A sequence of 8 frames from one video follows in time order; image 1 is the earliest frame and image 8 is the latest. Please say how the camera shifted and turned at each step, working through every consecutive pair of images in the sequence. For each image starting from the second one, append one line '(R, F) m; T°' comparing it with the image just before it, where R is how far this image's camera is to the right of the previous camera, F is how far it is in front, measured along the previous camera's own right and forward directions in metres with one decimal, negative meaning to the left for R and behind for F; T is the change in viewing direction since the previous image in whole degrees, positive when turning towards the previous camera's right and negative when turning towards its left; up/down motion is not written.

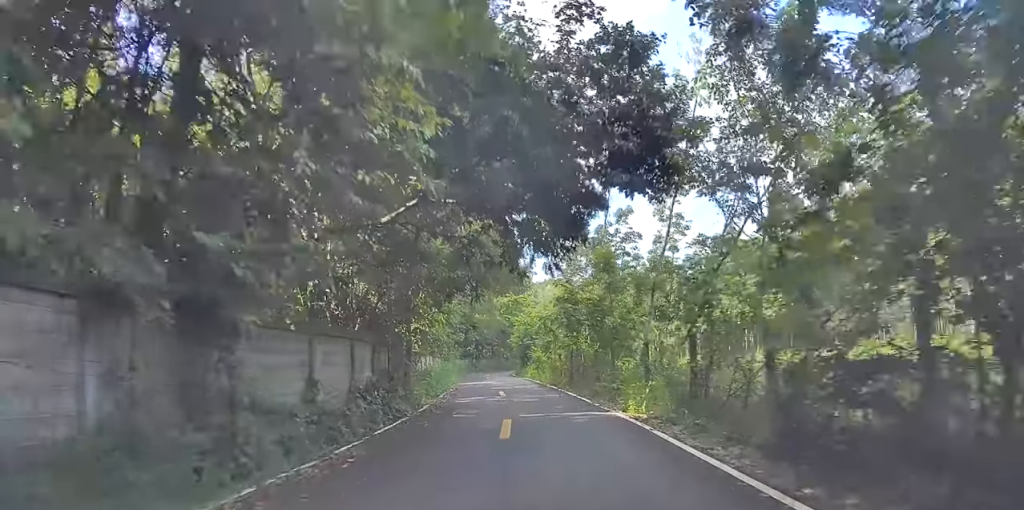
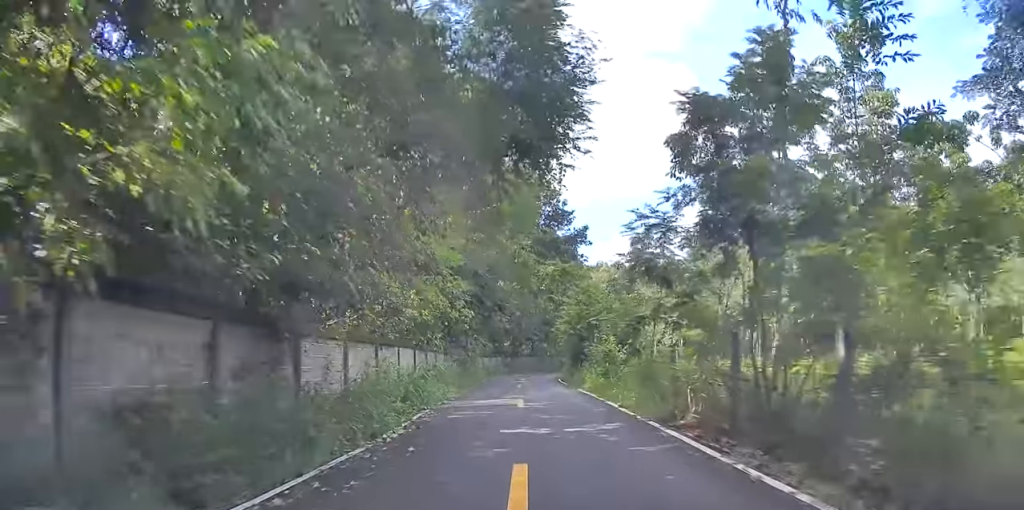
(-1.9, +18.1) m; -9°
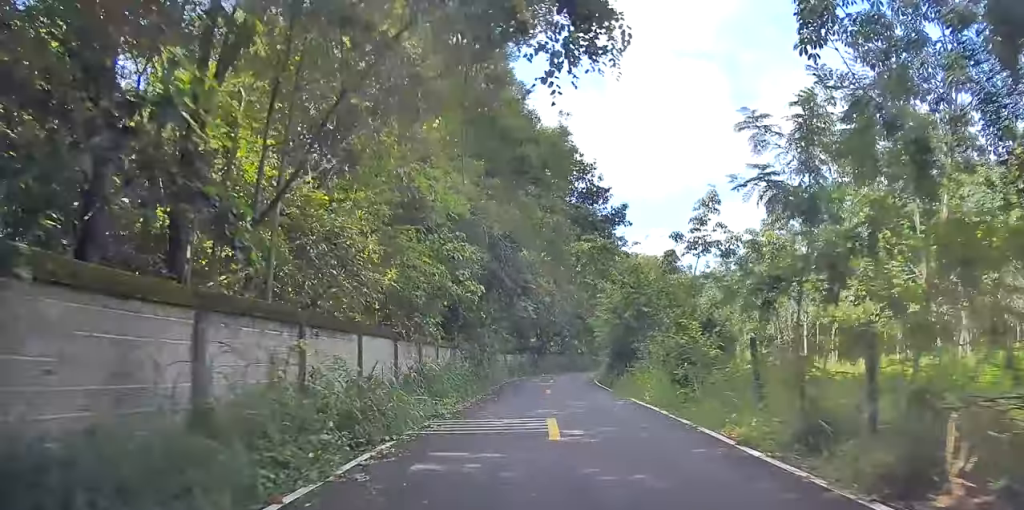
(-0.3, +7.5) m; -1°
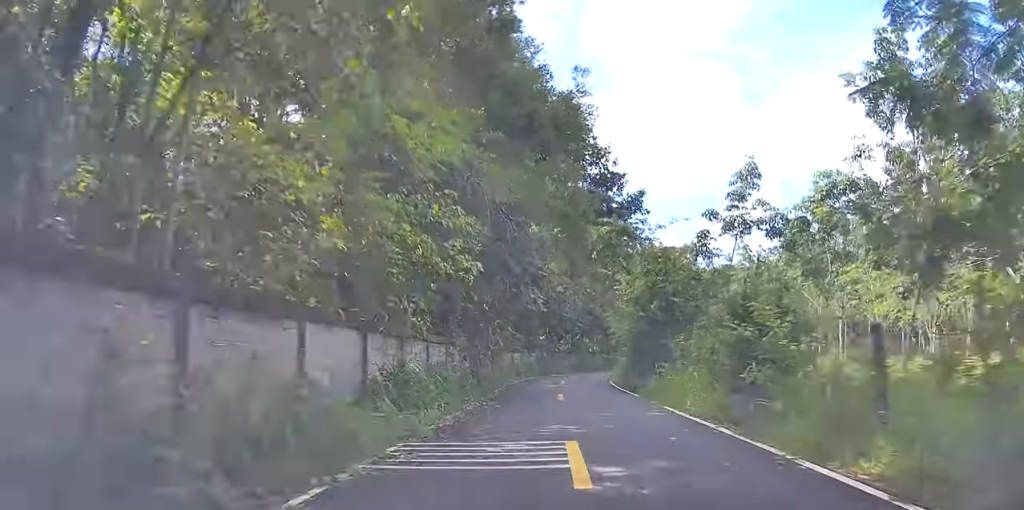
(0.0, +3.7) m; +1°
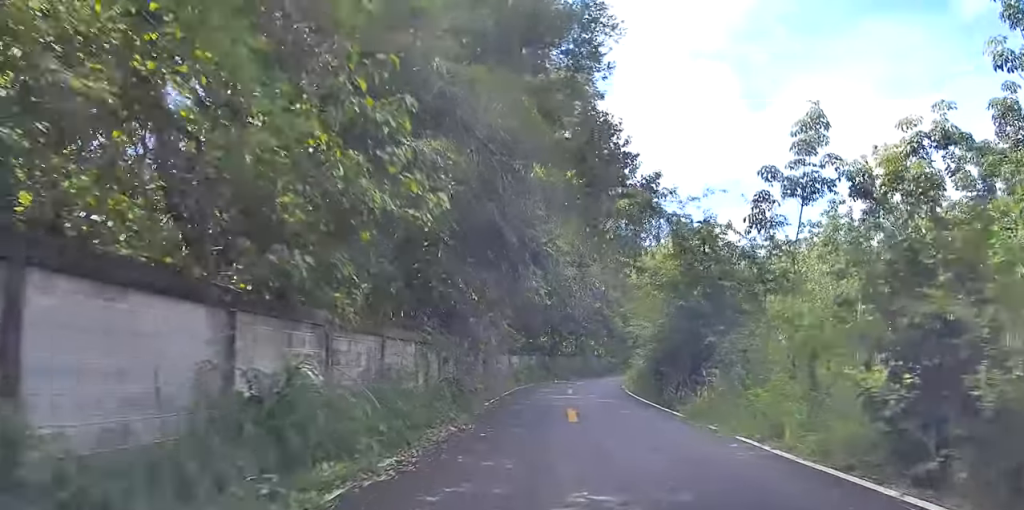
(+0.1, +5.8) m; -1°
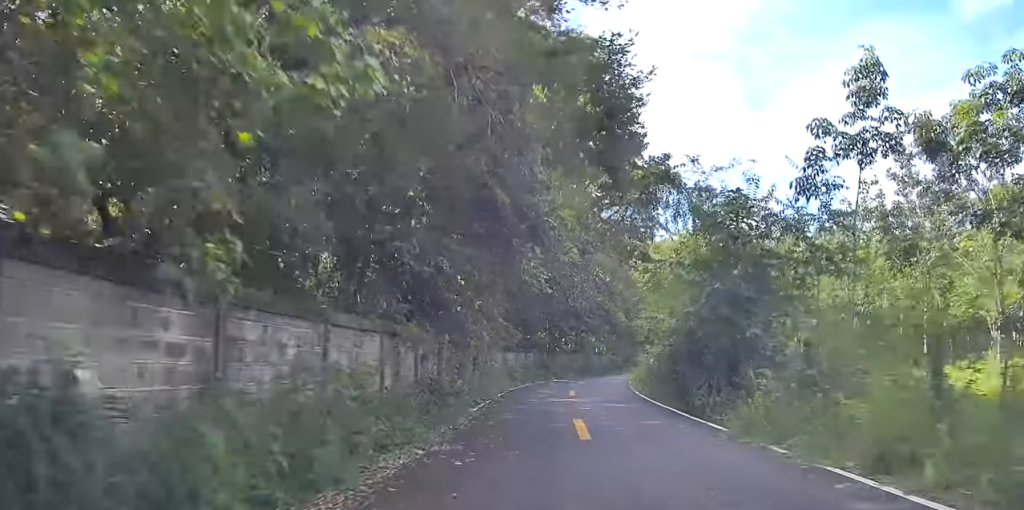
(+0.3, +3.6) m; -2°
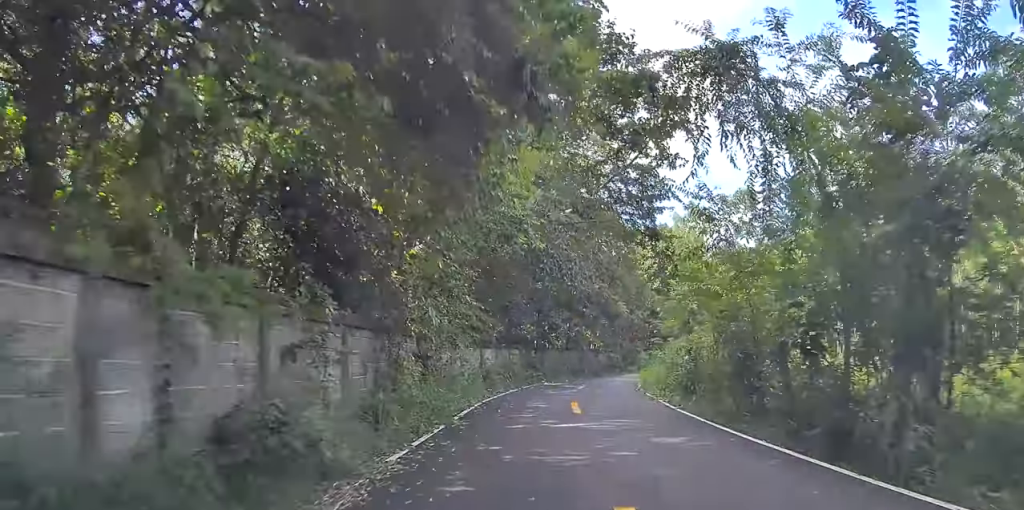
(-0.7, +8.0) m; -3°
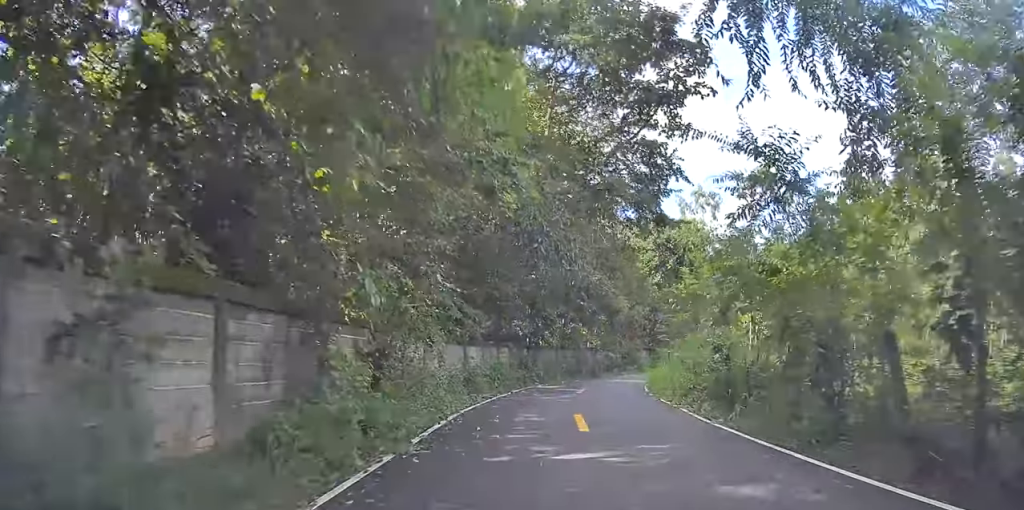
(+0.1, +4.3) m; +1°
